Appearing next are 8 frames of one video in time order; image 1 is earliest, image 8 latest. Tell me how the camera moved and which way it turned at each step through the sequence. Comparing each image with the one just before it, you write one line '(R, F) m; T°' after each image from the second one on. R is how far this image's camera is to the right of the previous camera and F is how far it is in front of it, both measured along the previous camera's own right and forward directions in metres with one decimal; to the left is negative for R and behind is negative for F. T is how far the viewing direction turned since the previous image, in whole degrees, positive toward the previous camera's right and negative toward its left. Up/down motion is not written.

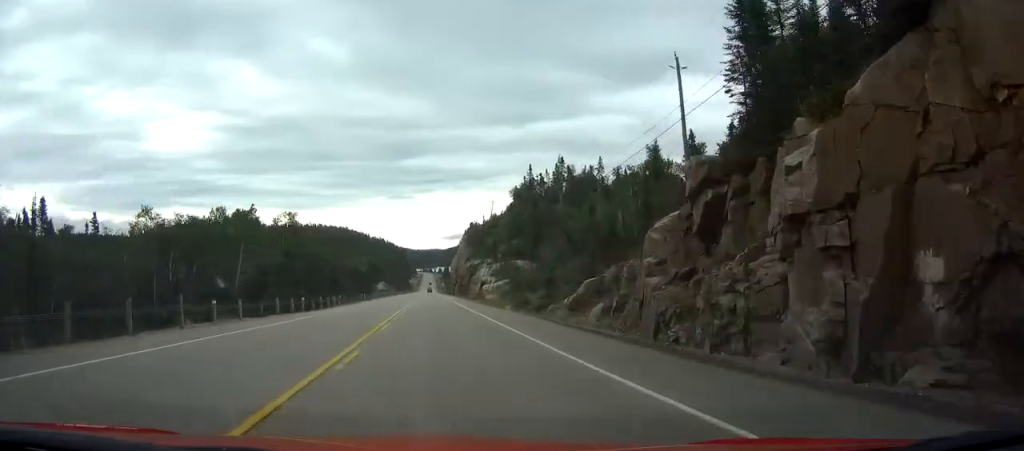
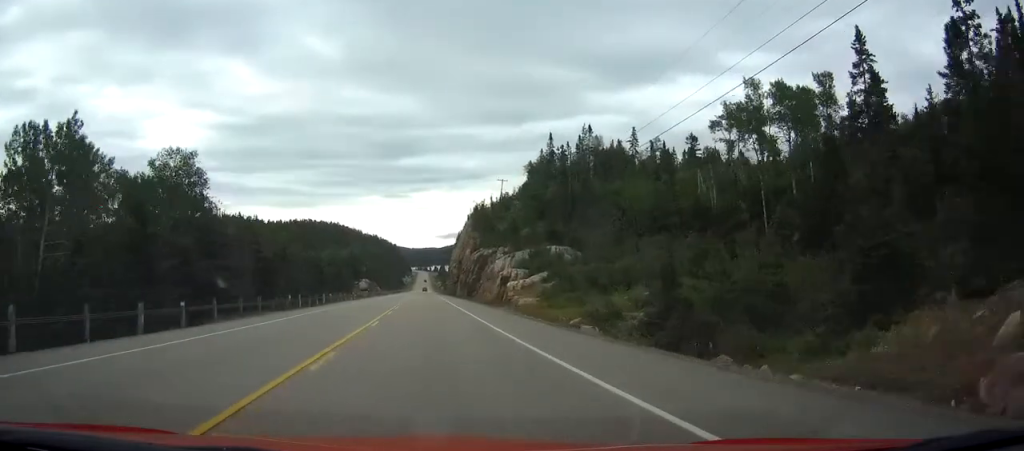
(+0.1, +38.8) m; 0°
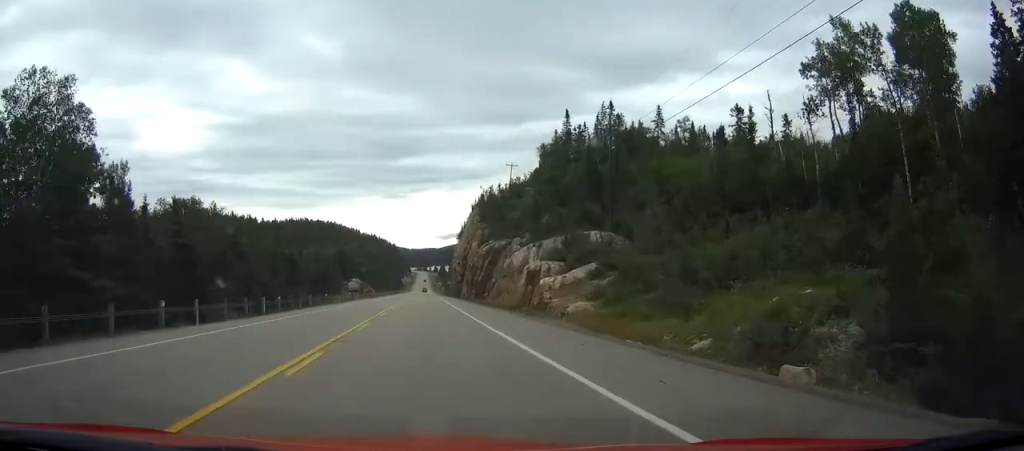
(+0.1, +20.0) m; 0°
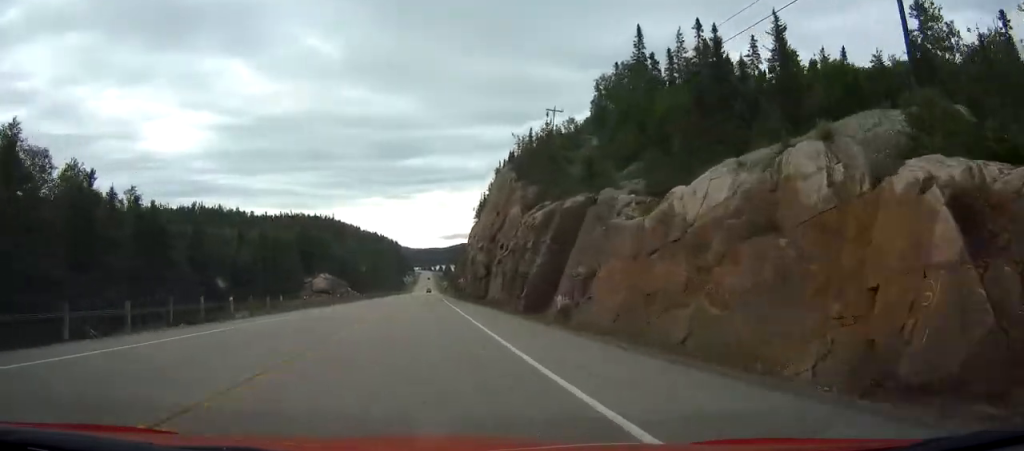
(-0.3, +45.8) m; 0°
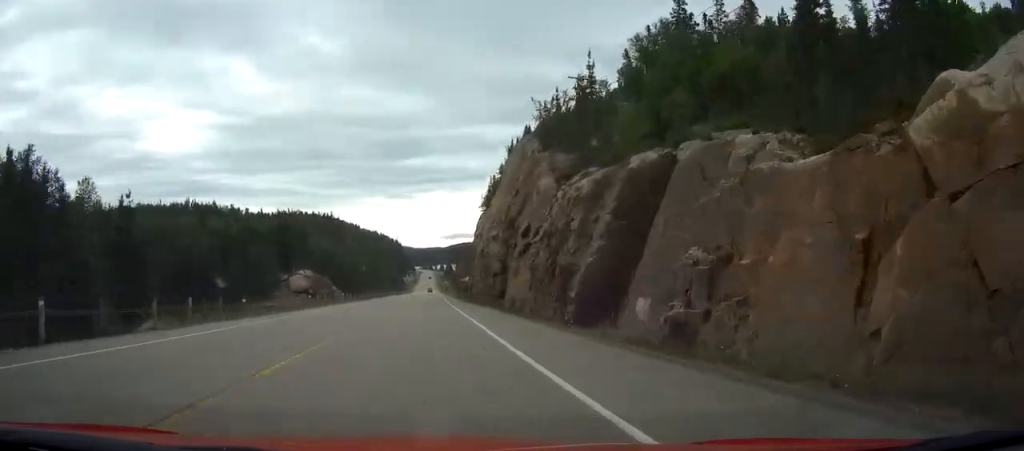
(0.0, +15.6) m; 0°
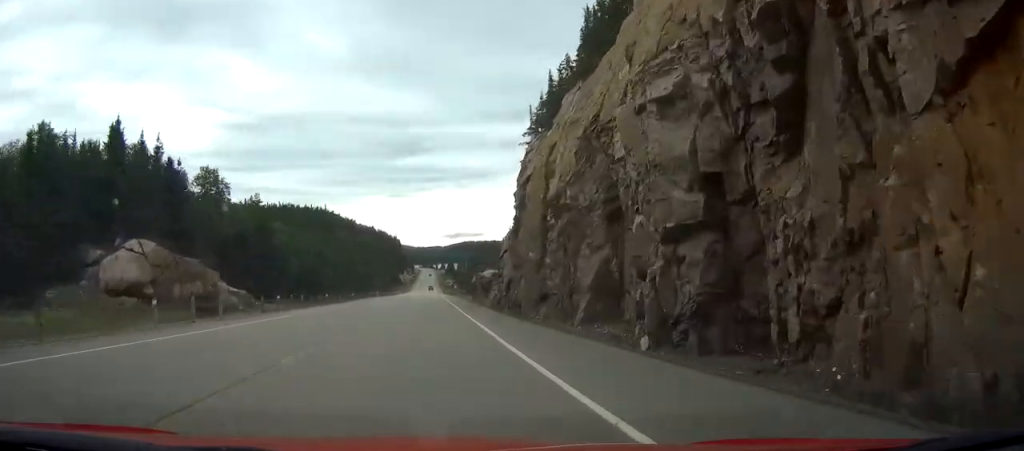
(-0.1, +45.8) m; 0°
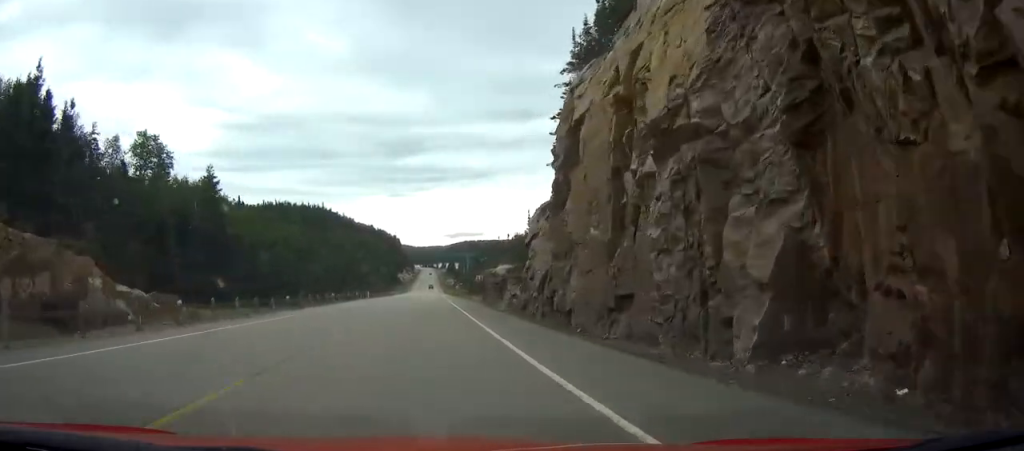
(0.0, +15.6) m; 0°
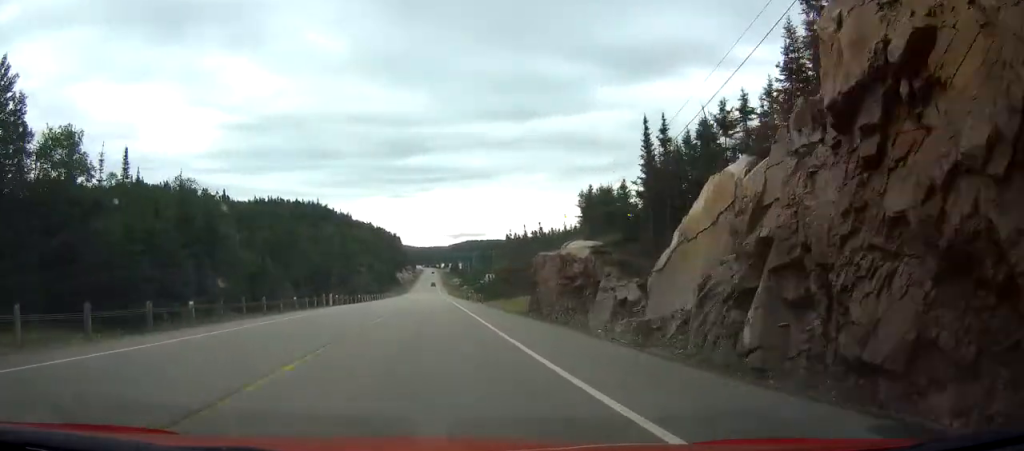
(0.0, +35.7) m; 0°
